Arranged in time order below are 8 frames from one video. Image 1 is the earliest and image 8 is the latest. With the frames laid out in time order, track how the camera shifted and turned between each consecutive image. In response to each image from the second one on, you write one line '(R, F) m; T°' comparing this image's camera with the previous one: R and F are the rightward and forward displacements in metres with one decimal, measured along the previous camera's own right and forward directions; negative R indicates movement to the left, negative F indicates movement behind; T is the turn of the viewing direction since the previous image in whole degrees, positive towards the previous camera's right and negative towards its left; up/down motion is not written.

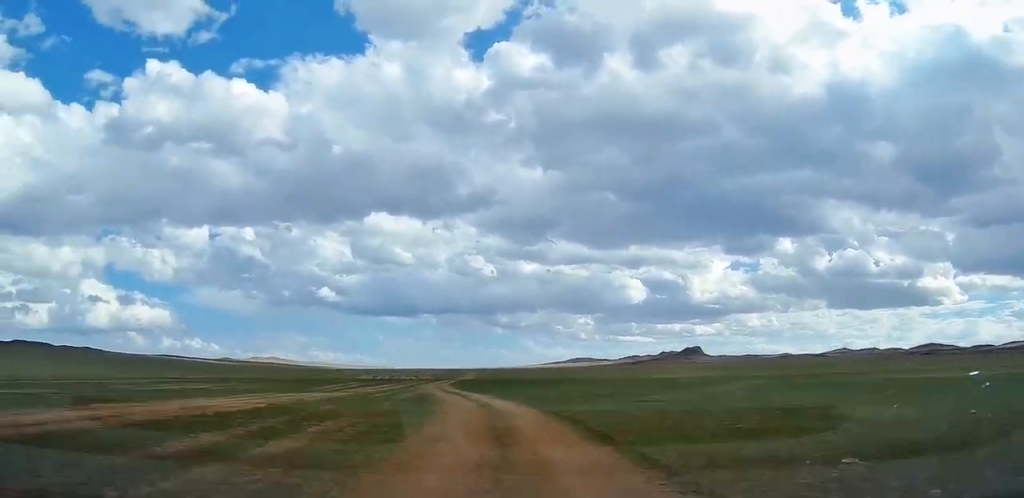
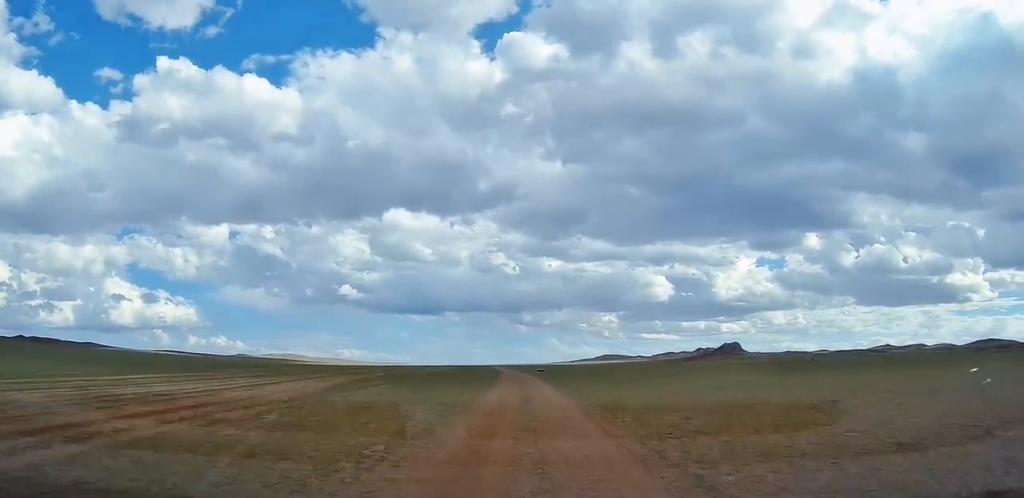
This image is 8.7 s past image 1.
(-4.7, +142.8) m; -3°
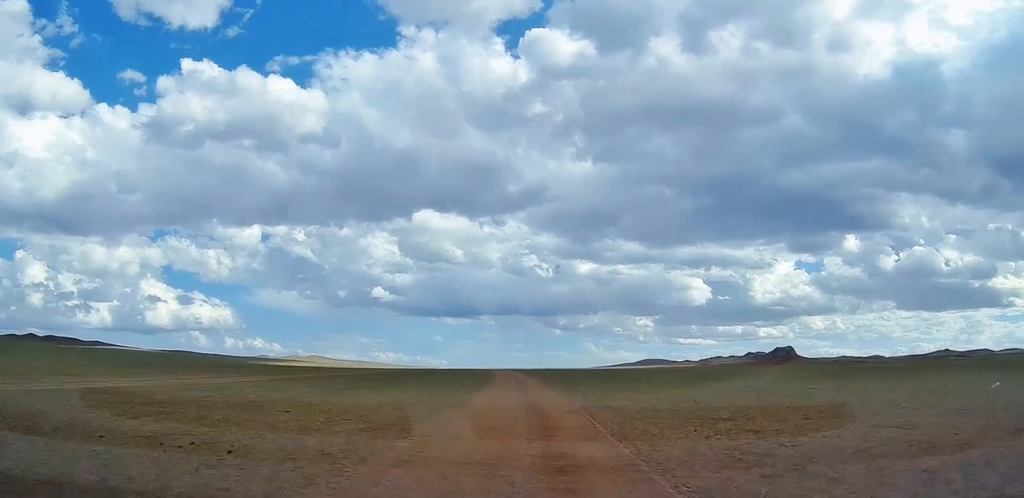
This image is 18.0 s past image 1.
(-3.4, +152.6) m; 0°
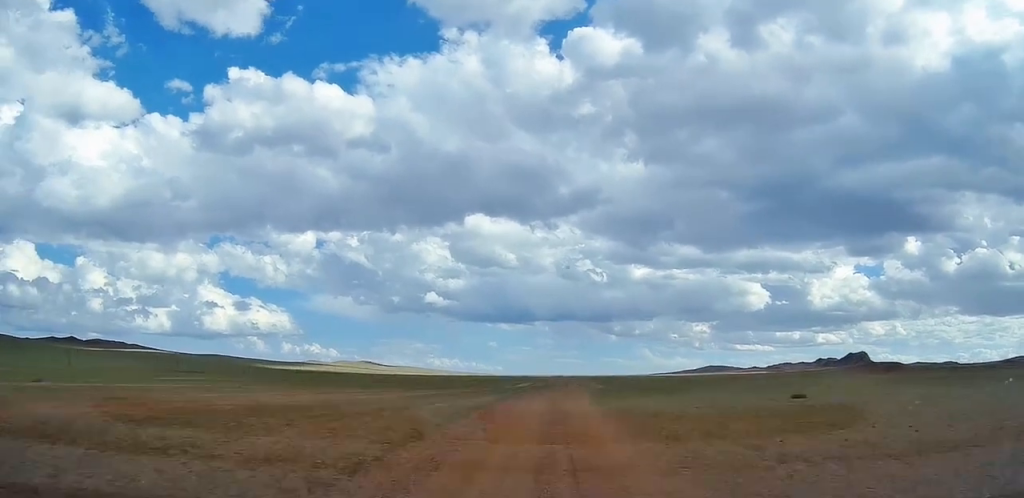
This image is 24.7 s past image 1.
(+3.0, +110.4) m; 0°
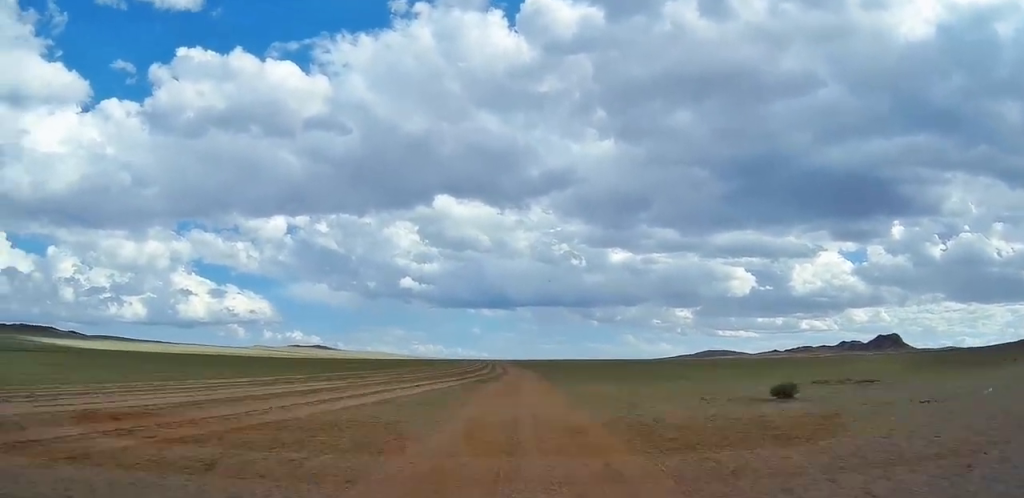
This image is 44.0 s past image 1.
(-14.5, +329.7) m; -6°
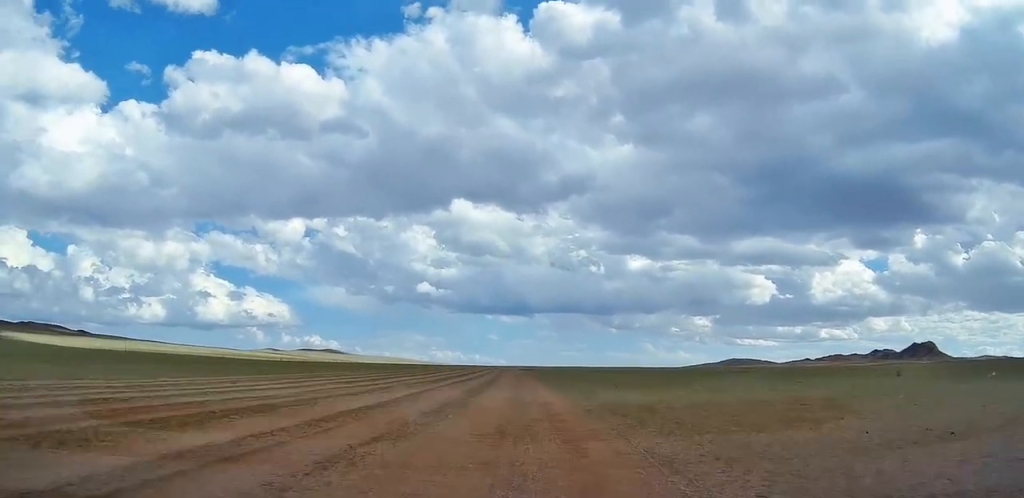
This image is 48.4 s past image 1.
(-0.9, +73.0) m; -1°
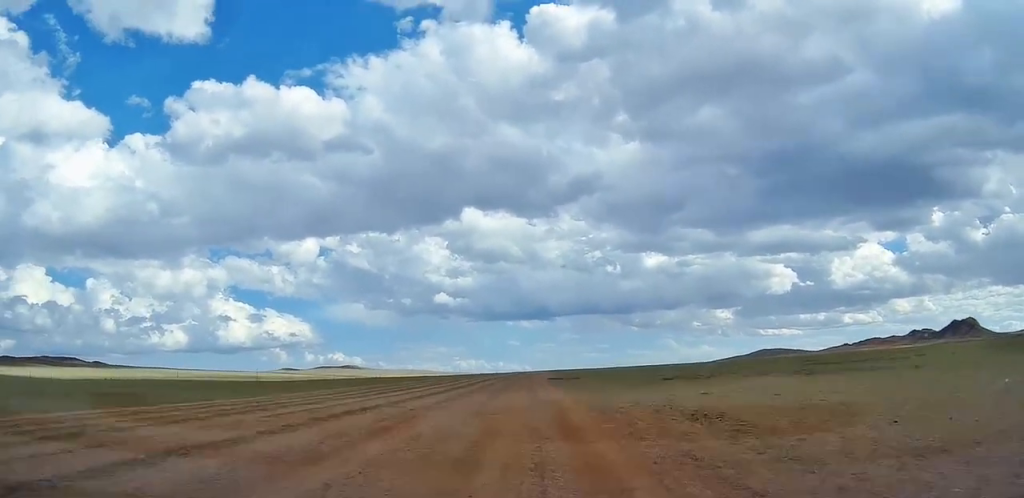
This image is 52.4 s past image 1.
(-0.7, +65.0) m; 0°
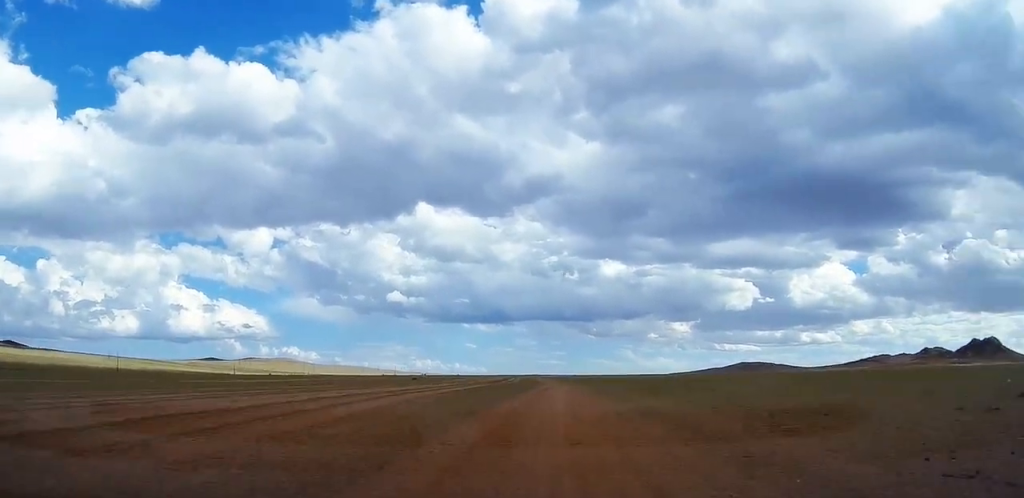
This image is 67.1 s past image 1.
(+4.8, +251.1) m; +4°
